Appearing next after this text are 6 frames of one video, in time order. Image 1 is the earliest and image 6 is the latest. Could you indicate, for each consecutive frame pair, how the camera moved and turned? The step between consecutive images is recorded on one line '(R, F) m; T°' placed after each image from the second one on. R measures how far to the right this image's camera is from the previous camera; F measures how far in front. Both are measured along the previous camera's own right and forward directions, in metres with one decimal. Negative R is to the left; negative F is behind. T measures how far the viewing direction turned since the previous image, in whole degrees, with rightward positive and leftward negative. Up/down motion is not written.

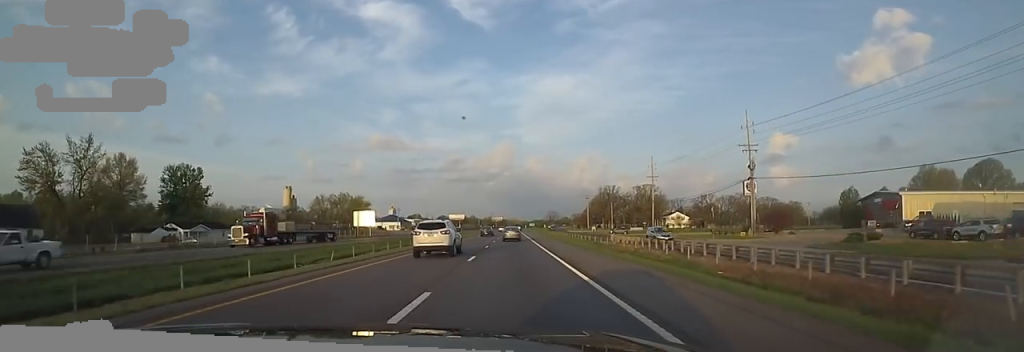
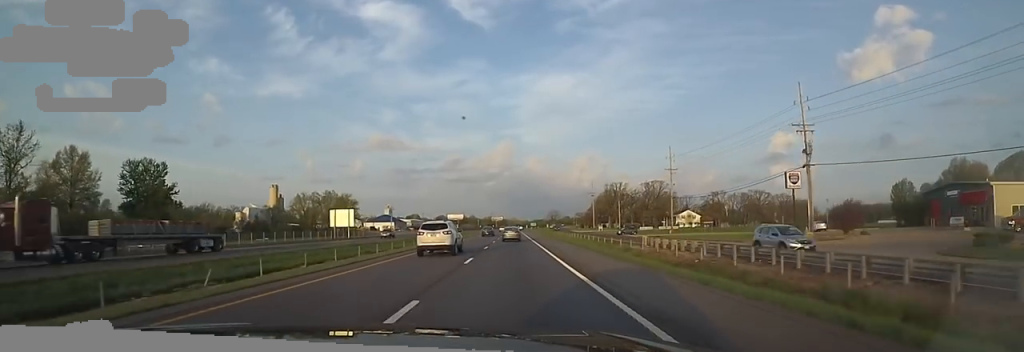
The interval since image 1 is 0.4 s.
(0.0, +13.2) m; 0°
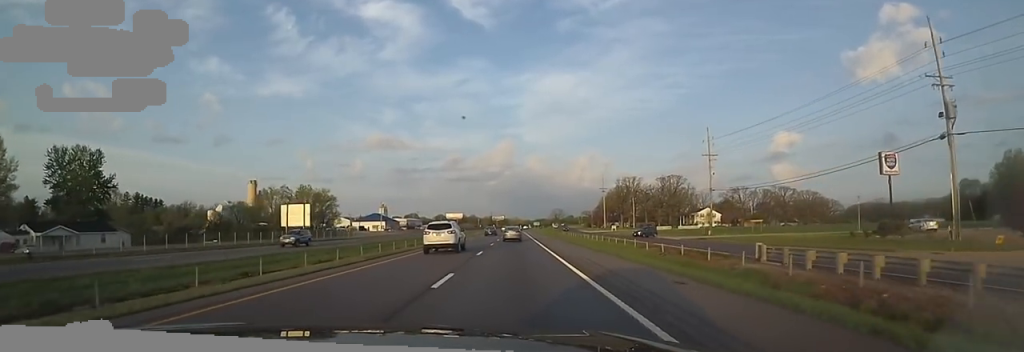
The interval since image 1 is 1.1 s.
(0.0, +19.3) m; 0°
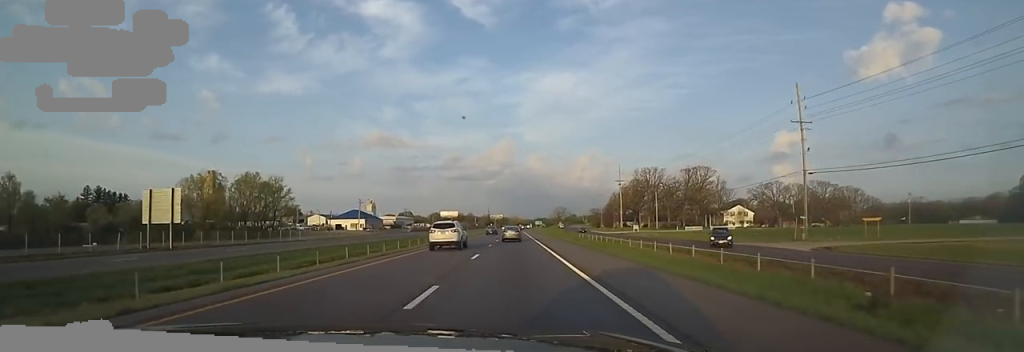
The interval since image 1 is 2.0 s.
(0.0, +27.3) m; +1°
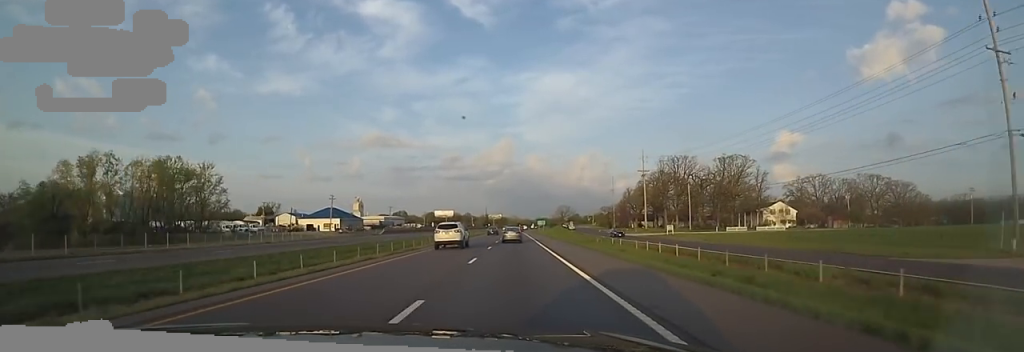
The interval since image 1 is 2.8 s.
(+0.2, +26.2) m; +1°
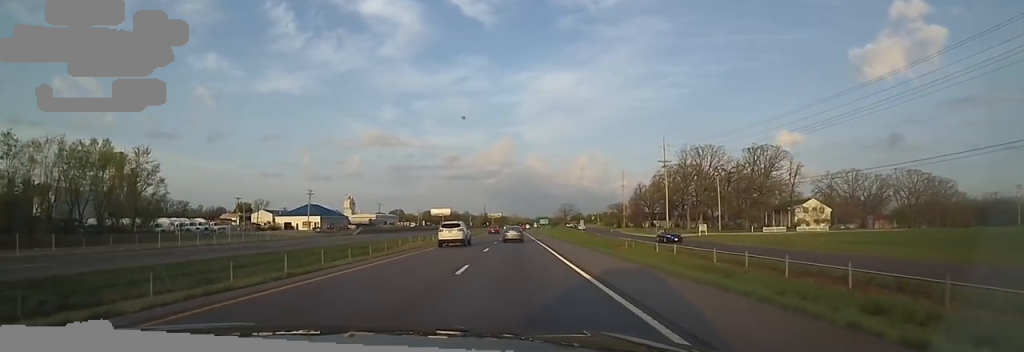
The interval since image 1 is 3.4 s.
(+0.1, +16.1) m; 0°
